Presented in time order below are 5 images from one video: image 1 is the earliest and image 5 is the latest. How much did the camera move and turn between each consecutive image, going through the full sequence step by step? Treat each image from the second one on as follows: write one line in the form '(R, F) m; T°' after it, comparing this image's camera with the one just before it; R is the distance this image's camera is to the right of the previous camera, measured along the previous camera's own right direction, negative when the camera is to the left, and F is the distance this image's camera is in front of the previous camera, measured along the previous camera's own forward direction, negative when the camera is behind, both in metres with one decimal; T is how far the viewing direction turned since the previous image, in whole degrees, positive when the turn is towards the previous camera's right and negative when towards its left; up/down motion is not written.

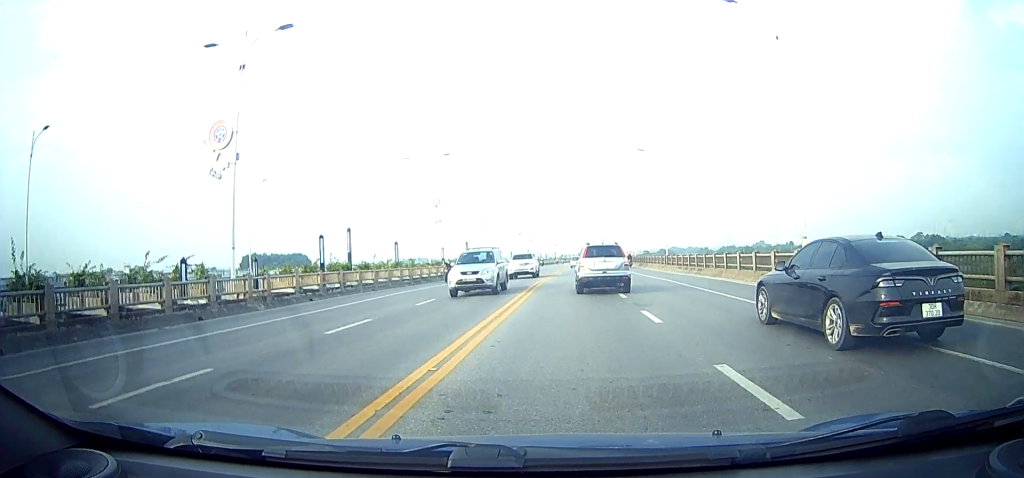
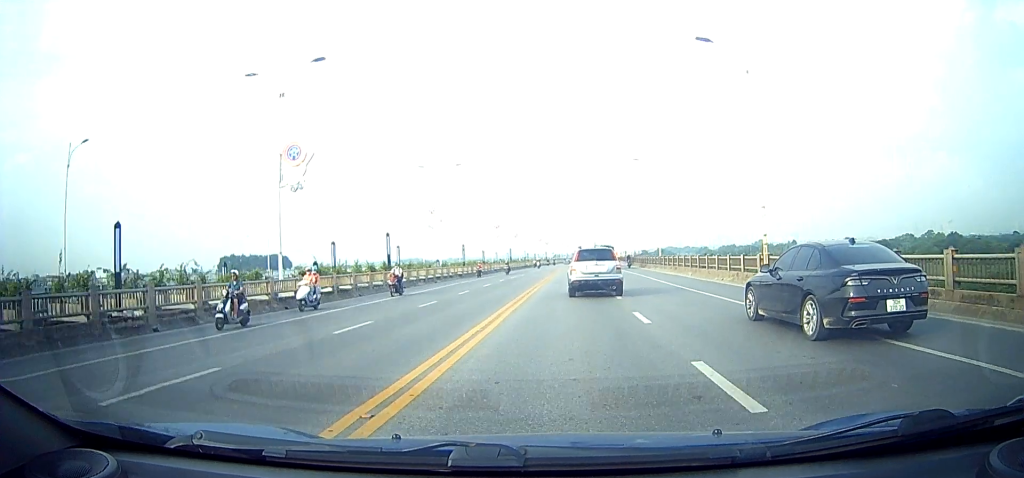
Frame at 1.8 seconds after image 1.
(0.0, +25.1) m; 0°
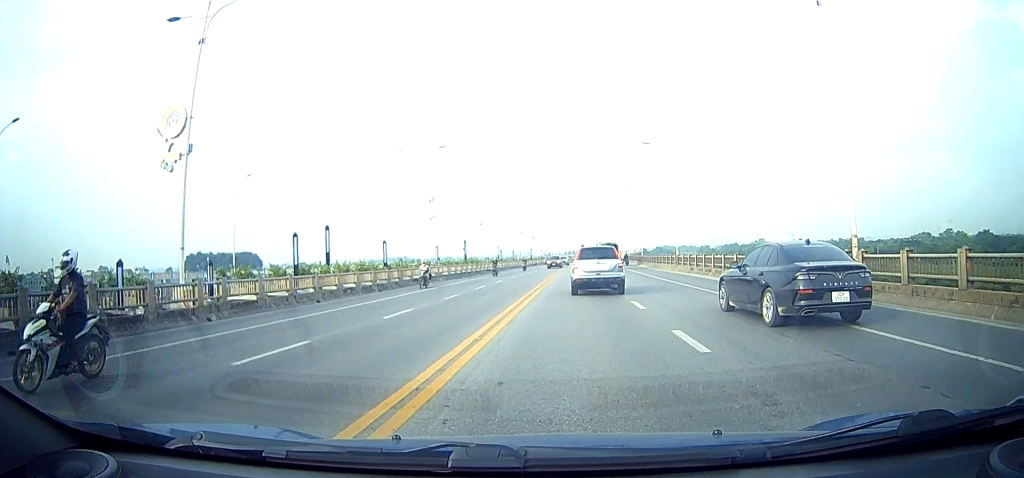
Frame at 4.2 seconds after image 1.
(0.0, +34.7) m; 0°
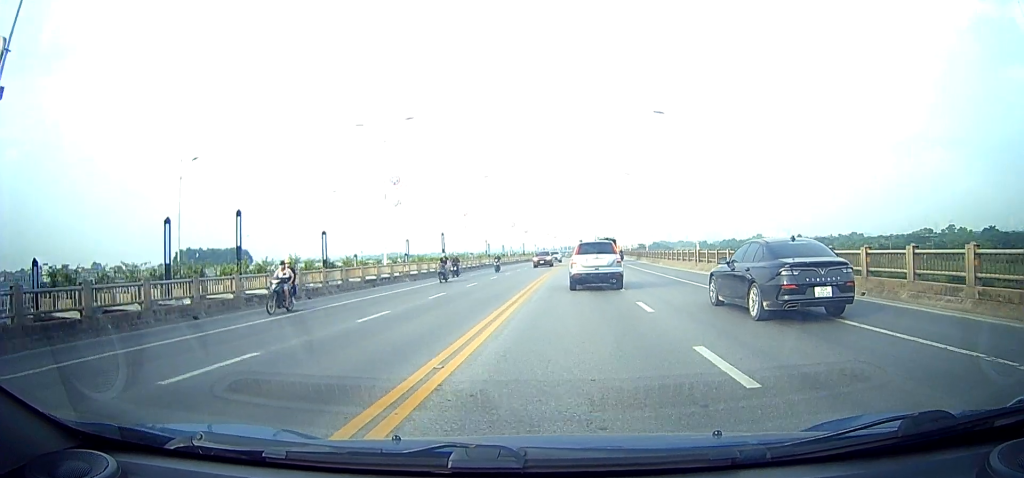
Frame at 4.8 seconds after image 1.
(0.0, +8.7) m; 0°
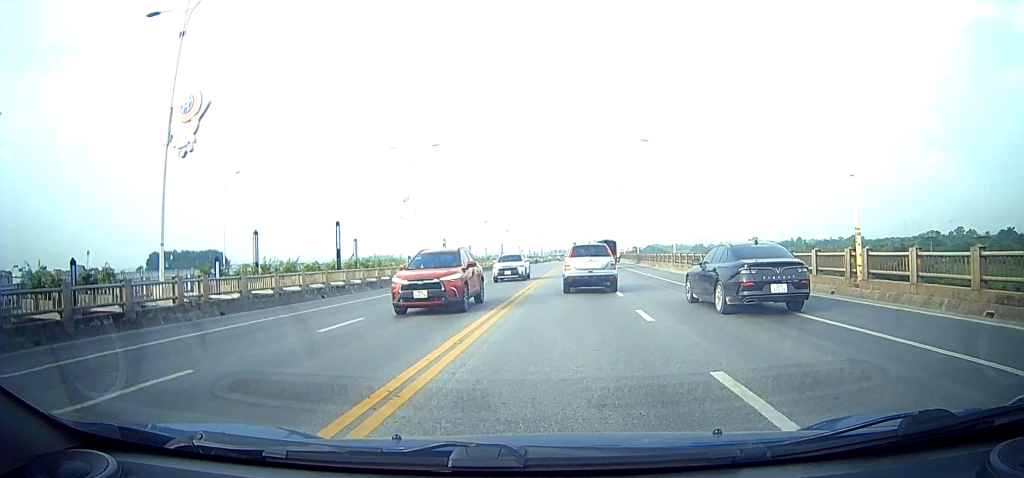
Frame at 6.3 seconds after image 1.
(+0.1, +21.5) m; +2°
